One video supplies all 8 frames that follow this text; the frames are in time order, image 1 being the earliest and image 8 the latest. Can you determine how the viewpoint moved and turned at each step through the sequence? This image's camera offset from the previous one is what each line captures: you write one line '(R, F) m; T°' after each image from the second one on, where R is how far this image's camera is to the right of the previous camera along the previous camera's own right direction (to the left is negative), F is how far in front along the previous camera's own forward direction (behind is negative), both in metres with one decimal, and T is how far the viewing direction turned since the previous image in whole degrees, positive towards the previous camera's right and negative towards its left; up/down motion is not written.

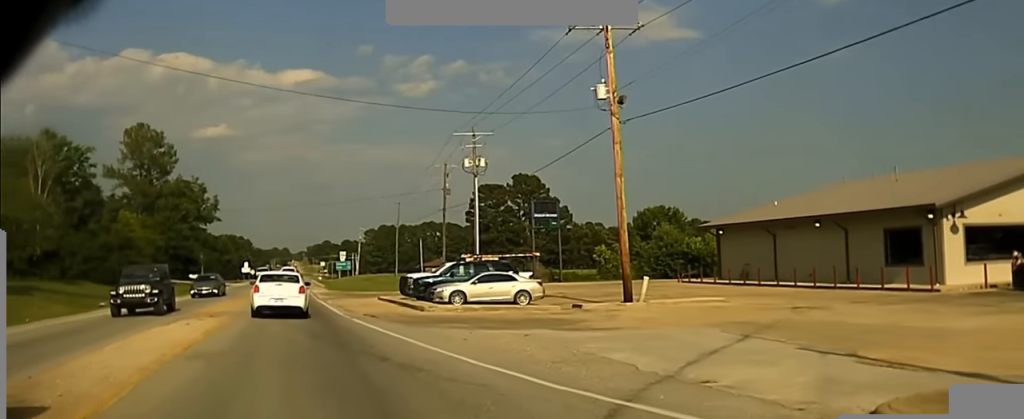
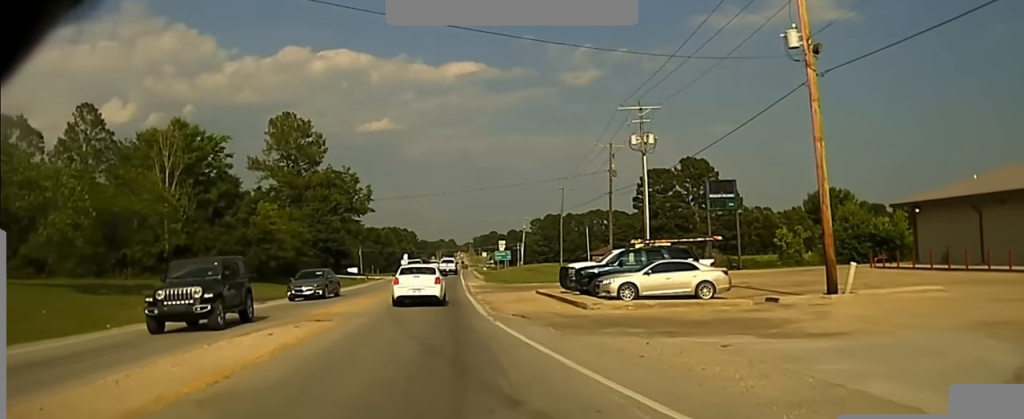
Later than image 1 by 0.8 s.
(-1.0, +7.4) m; -9°
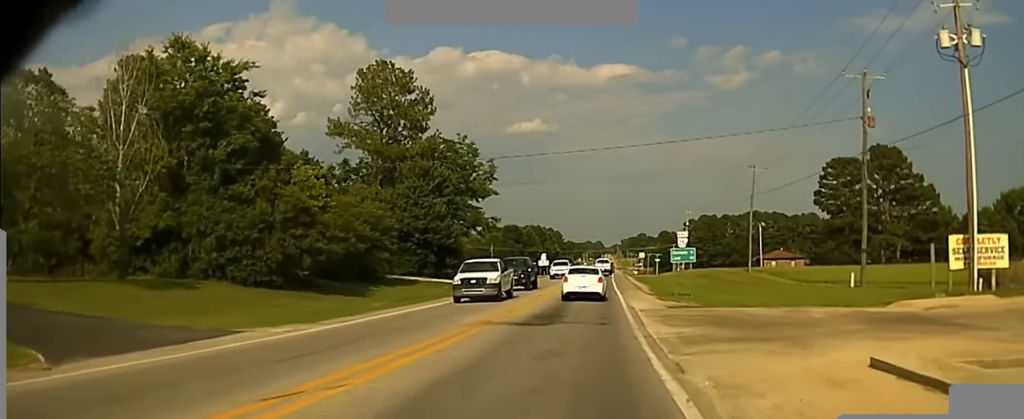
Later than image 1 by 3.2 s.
(-3.1, +35.7) m; -5°
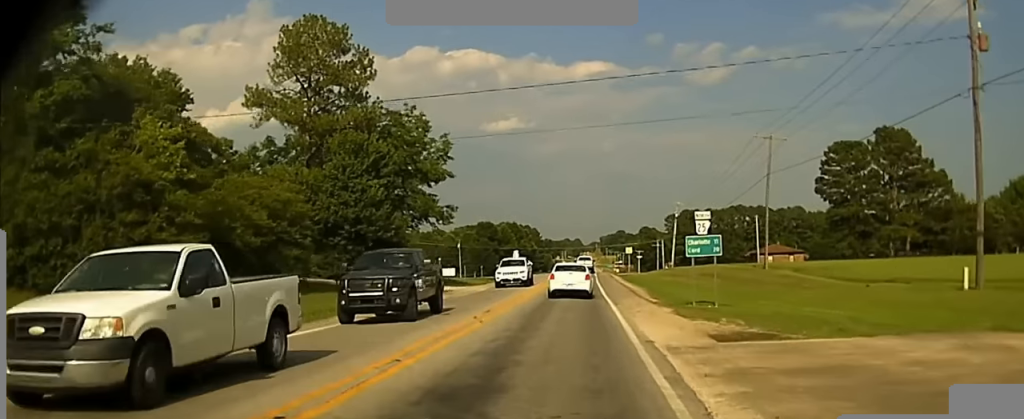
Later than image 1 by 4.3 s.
(0.0, +18.2) m; 0°
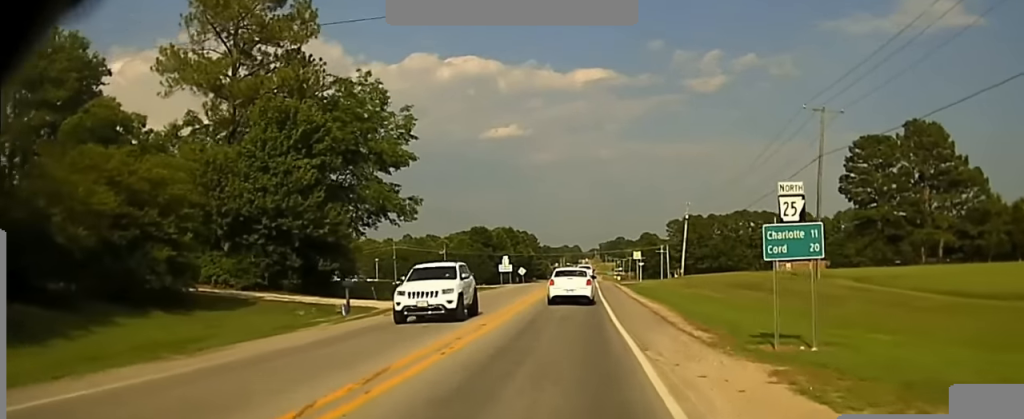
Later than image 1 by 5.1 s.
(0.0, +14.2) m; 0°
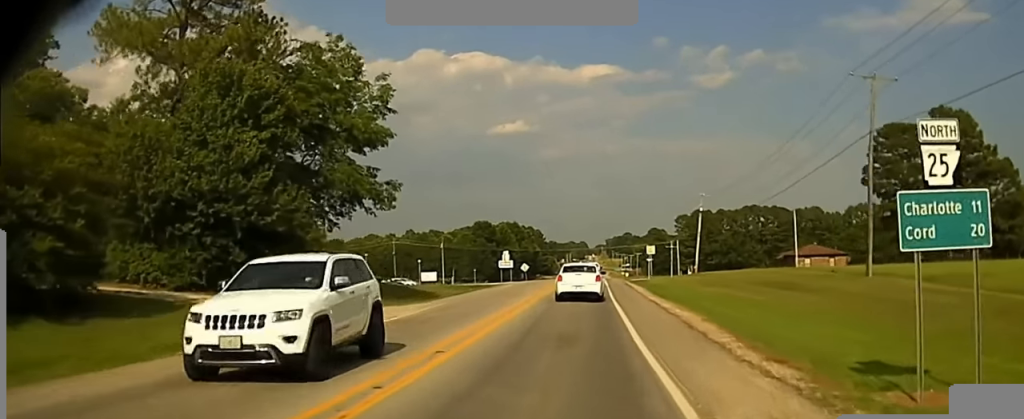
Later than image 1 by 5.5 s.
(0.0, +7.6) m; +1°
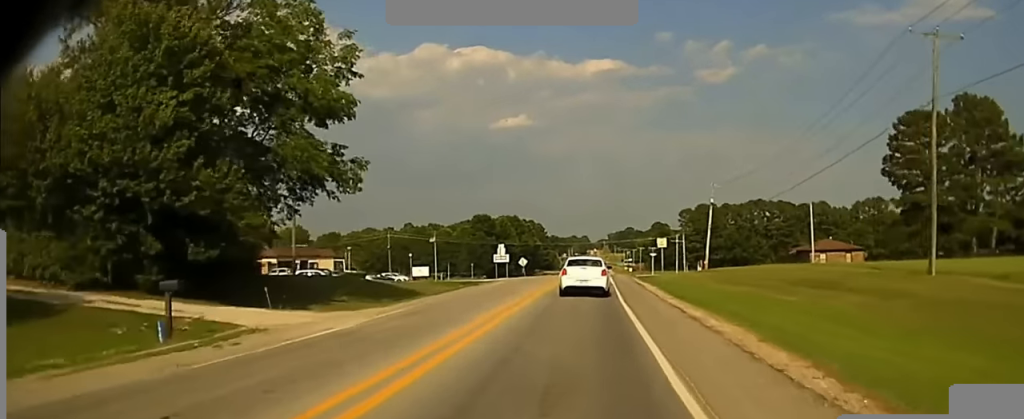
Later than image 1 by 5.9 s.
(-0.1, +7.0) m; 0°
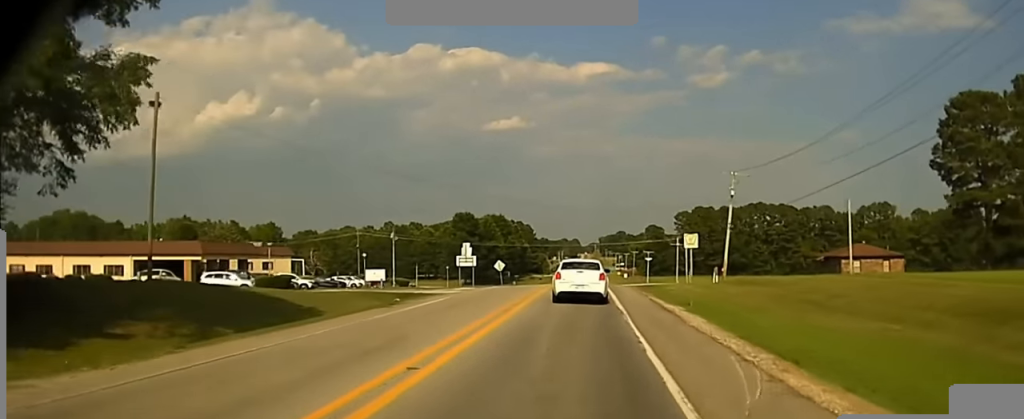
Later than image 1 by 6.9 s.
(+0.3, +17.5) m; +1°
